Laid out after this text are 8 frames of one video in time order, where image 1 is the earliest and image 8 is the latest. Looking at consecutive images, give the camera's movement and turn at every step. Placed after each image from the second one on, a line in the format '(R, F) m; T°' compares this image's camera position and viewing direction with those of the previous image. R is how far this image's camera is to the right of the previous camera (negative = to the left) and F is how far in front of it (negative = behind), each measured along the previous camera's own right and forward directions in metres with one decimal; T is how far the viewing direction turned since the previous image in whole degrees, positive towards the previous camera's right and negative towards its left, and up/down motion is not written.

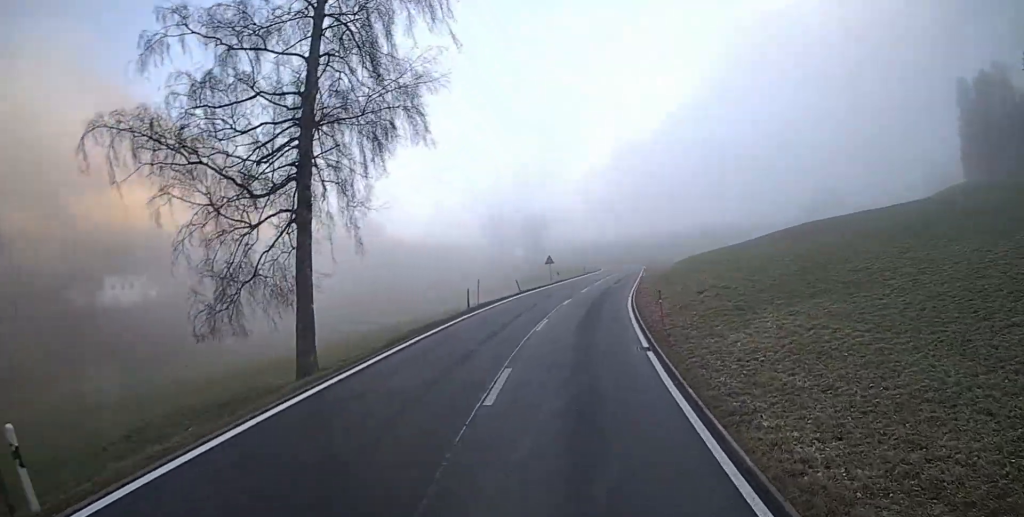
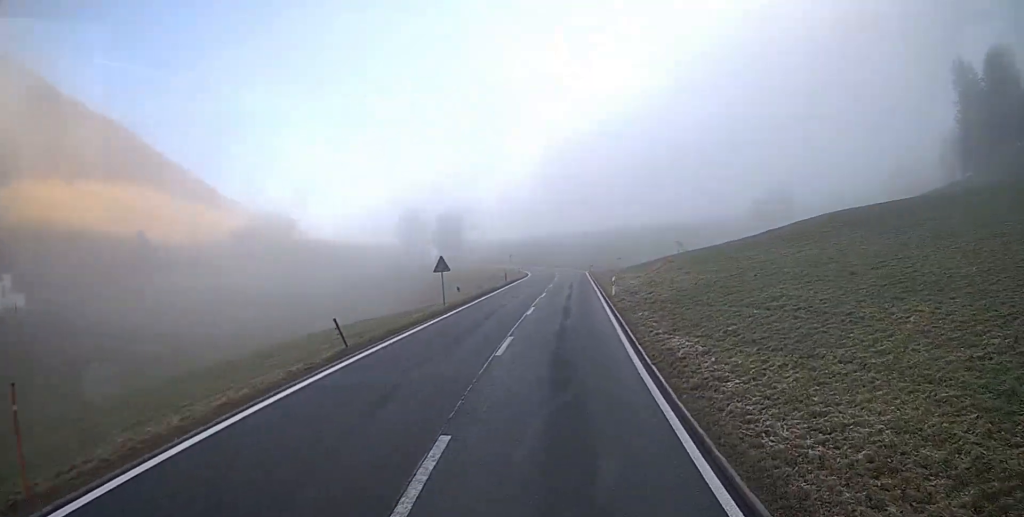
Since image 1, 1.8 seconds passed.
(+2.6, +22.7) m; +12°
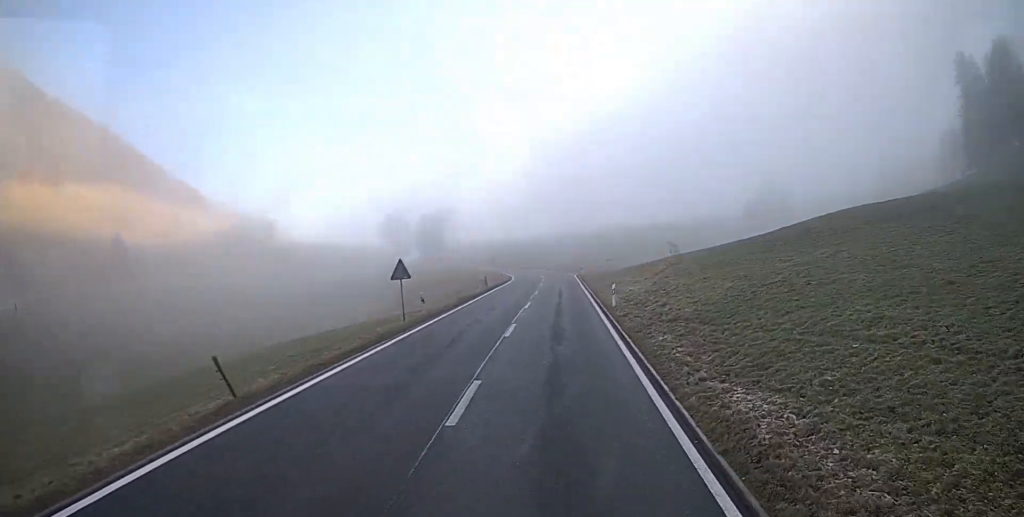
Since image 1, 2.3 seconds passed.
(0.0, +5.6) m; +1°
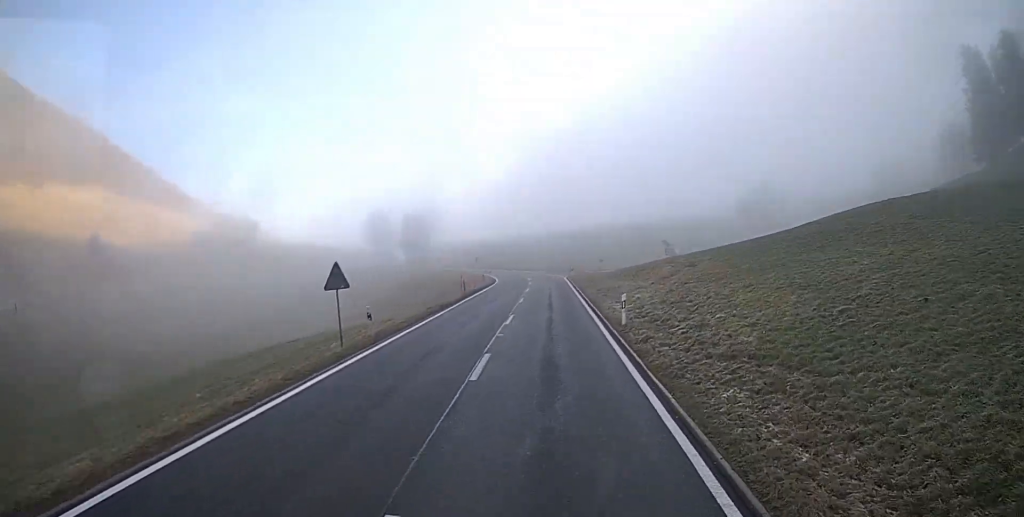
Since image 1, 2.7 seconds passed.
(-0.1, +6.0) m; +1°
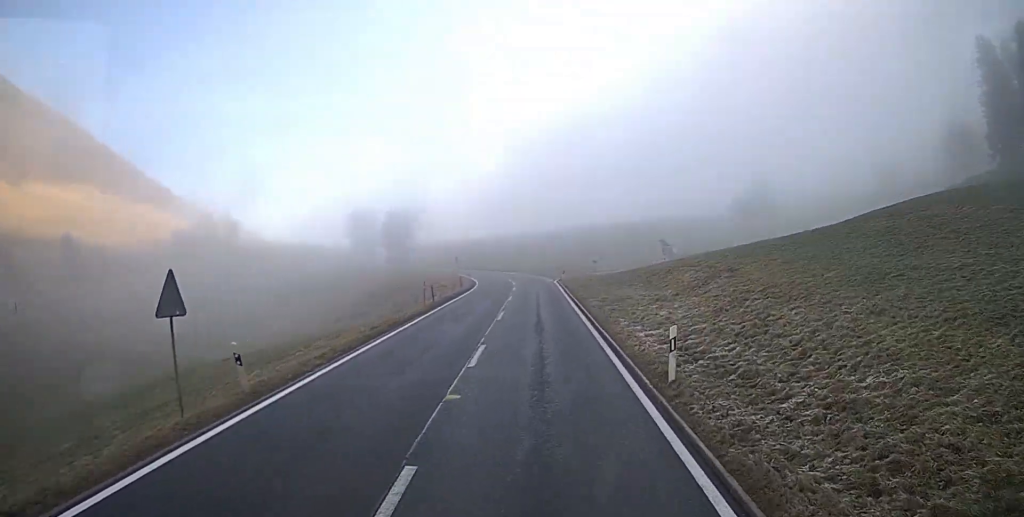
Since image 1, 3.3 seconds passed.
(+0.3, +7.8) m; +4°
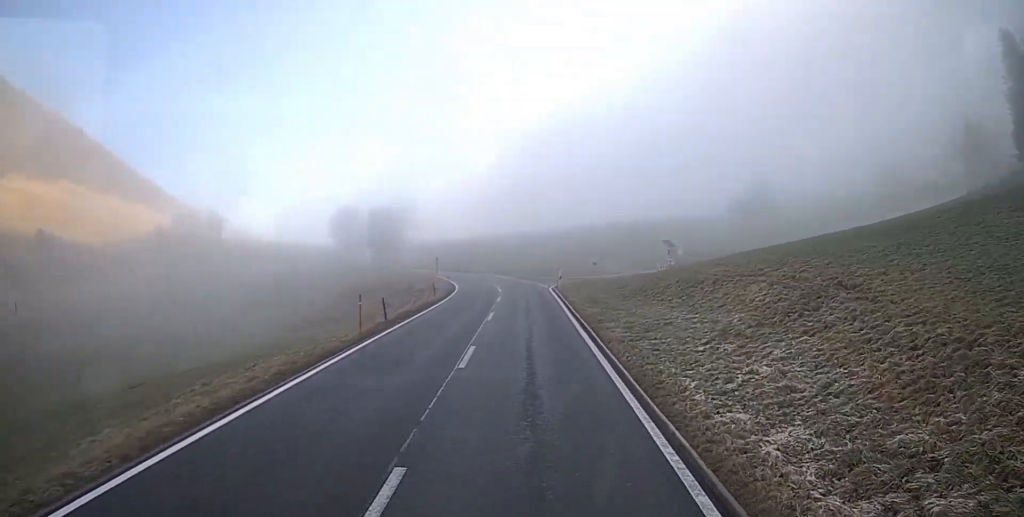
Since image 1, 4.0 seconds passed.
(+0.3, +9.1) m; +3°
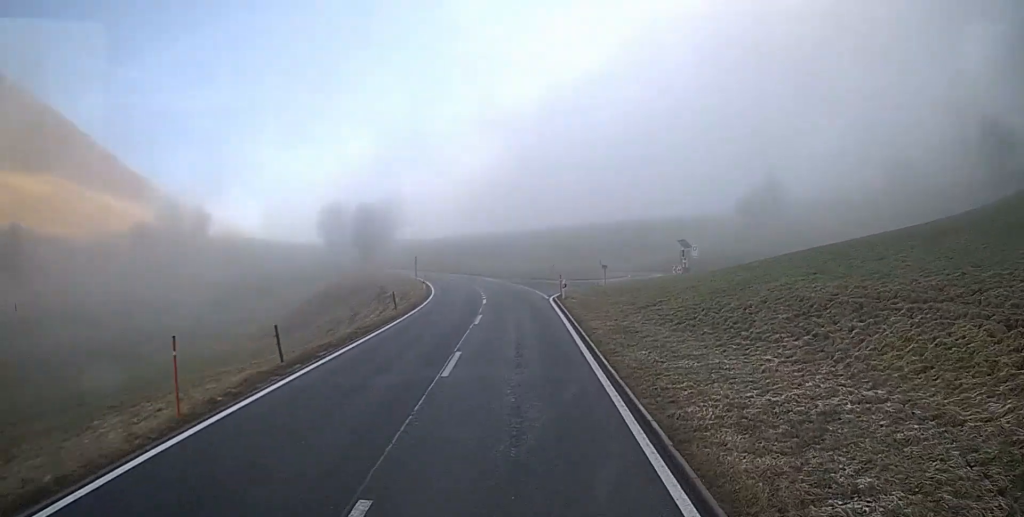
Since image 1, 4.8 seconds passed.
(+0.5, +10.1) m; +1°
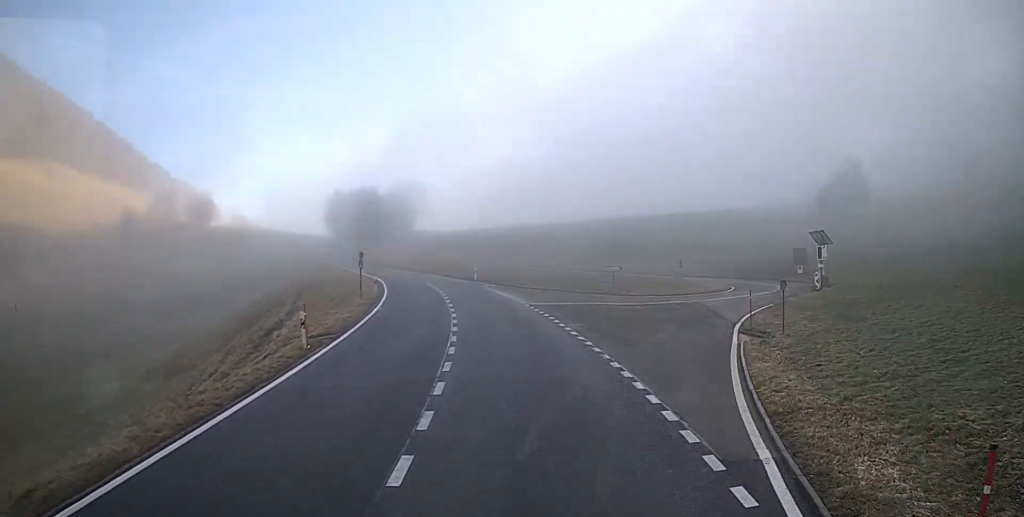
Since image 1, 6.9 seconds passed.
(-0.8, +28.2) m; -2°
